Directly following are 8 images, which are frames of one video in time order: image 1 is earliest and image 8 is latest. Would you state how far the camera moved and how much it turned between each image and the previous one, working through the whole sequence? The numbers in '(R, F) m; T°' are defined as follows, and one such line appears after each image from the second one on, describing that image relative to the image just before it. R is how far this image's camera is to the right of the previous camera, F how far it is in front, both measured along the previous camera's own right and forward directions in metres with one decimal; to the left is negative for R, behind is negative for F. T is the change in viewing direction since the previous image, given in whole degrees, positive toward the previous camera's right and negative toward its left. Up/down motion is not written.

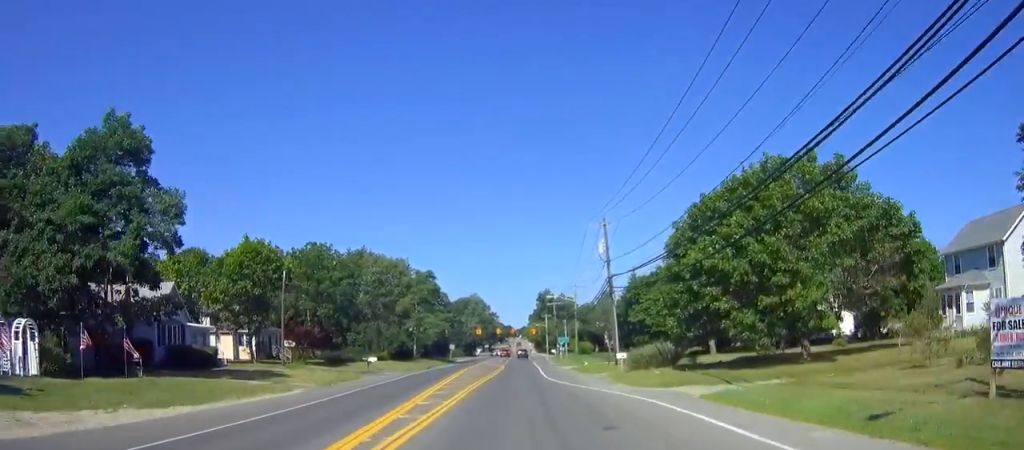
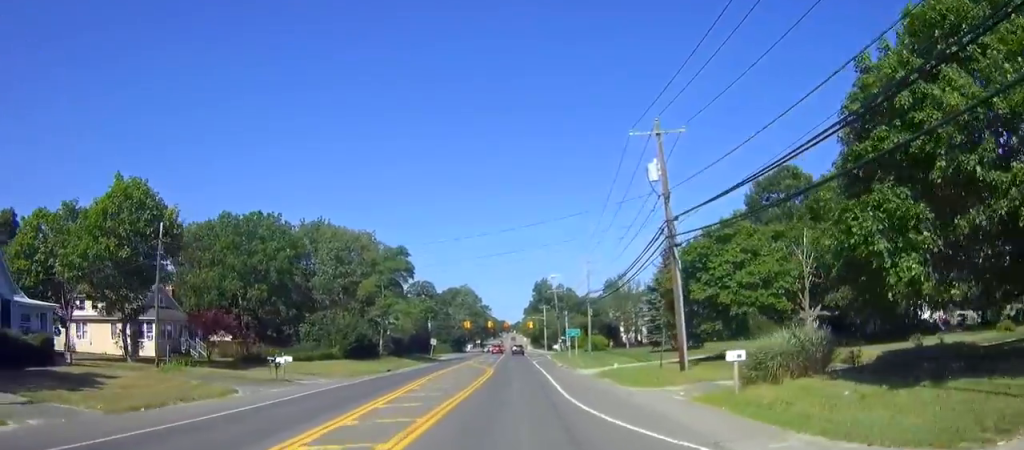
(+0.1, +19.7) m; 0°
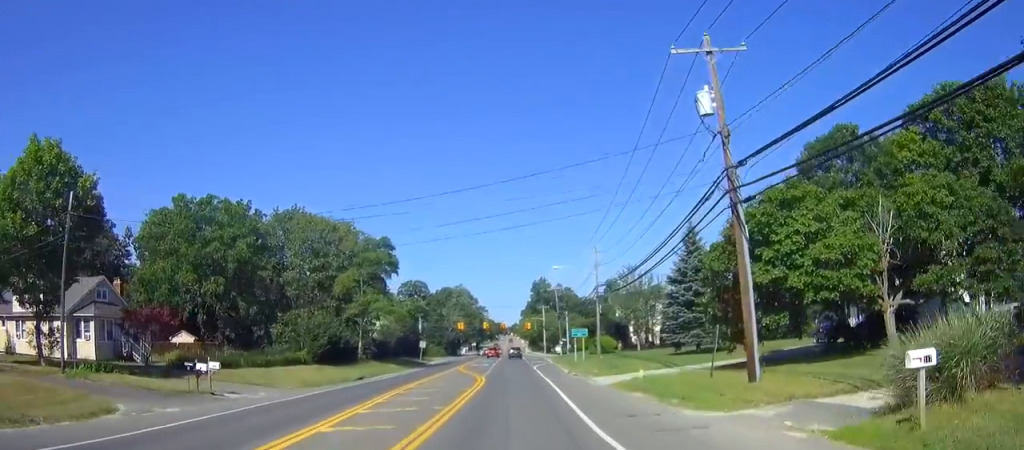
(0.0, +8.5) m; 0°
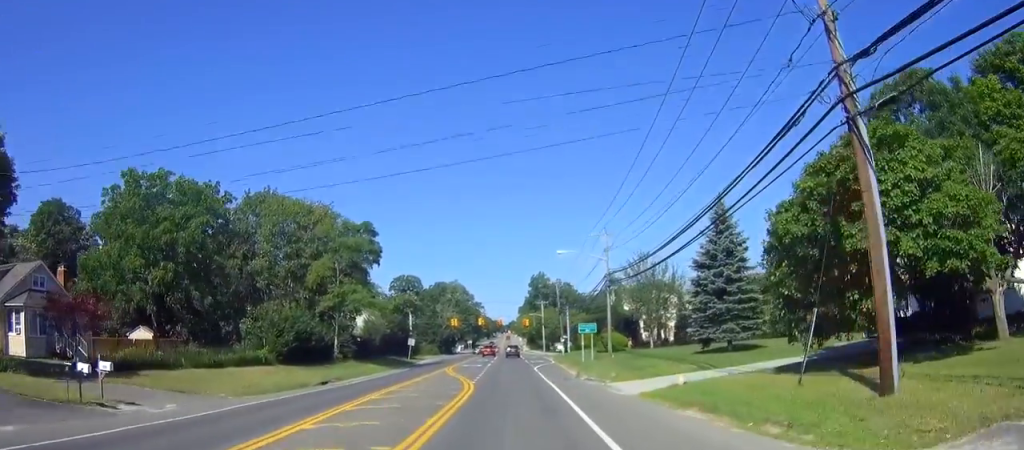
(0.0, +7.8) m; 0°
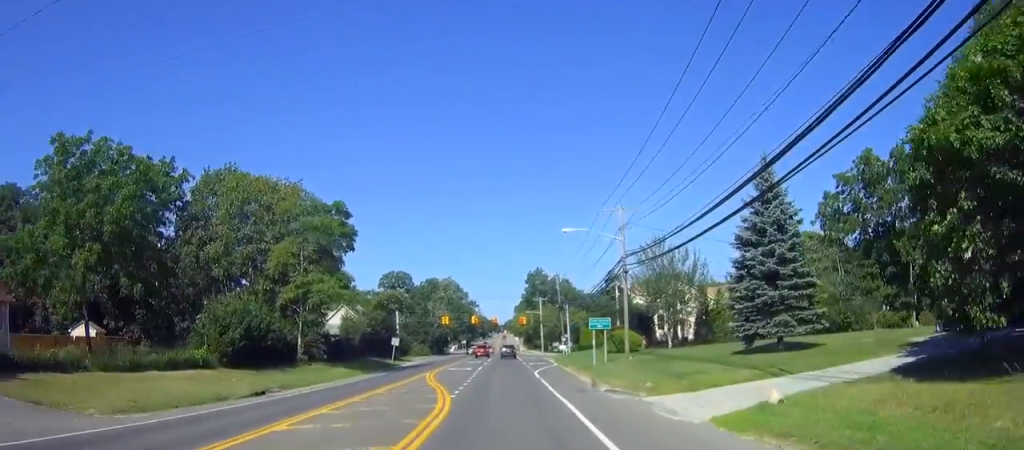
(+0.1, +8.6) m; 0°
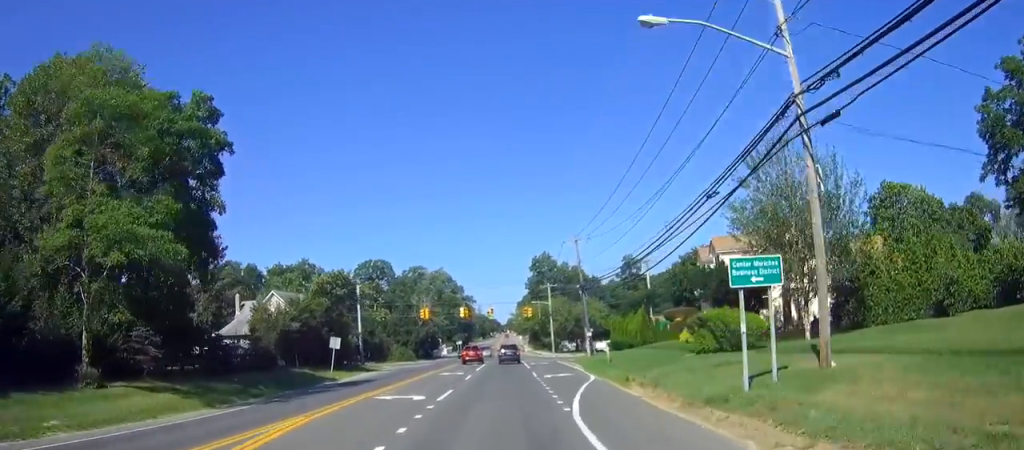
(+0.1, +26.1) m; 0°
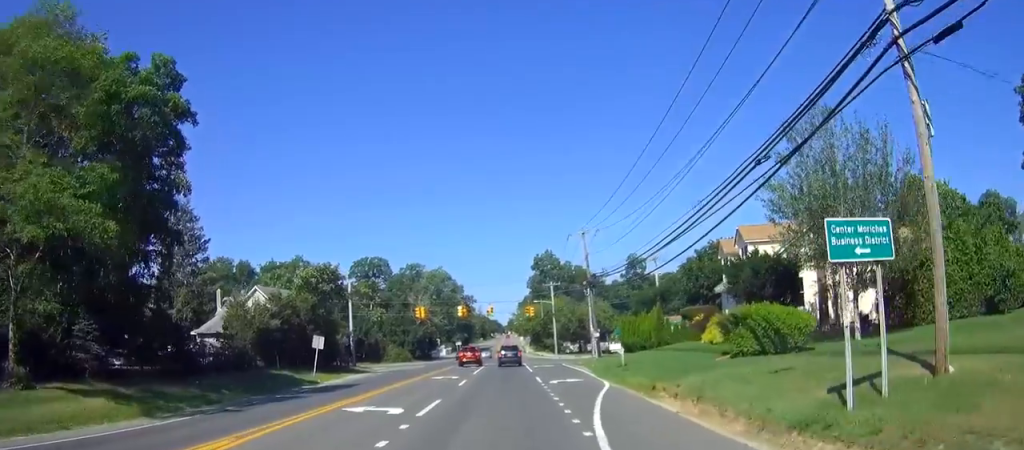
(0.0, +4.4) m; 0°
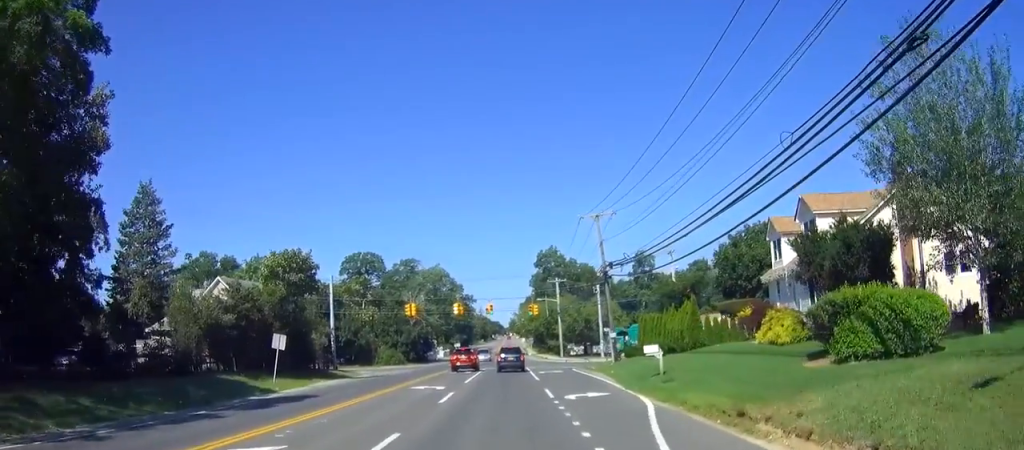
(0.0, +8.0) m; 0°
